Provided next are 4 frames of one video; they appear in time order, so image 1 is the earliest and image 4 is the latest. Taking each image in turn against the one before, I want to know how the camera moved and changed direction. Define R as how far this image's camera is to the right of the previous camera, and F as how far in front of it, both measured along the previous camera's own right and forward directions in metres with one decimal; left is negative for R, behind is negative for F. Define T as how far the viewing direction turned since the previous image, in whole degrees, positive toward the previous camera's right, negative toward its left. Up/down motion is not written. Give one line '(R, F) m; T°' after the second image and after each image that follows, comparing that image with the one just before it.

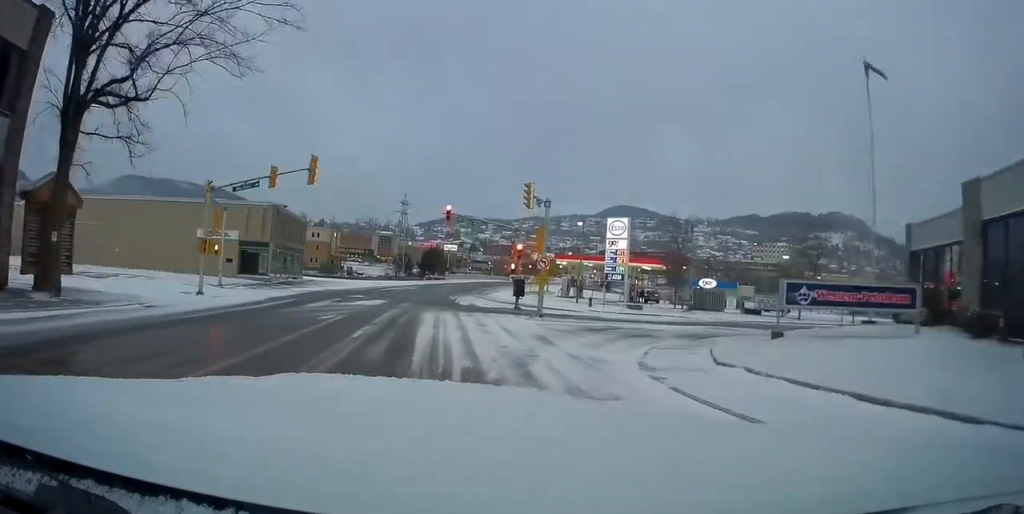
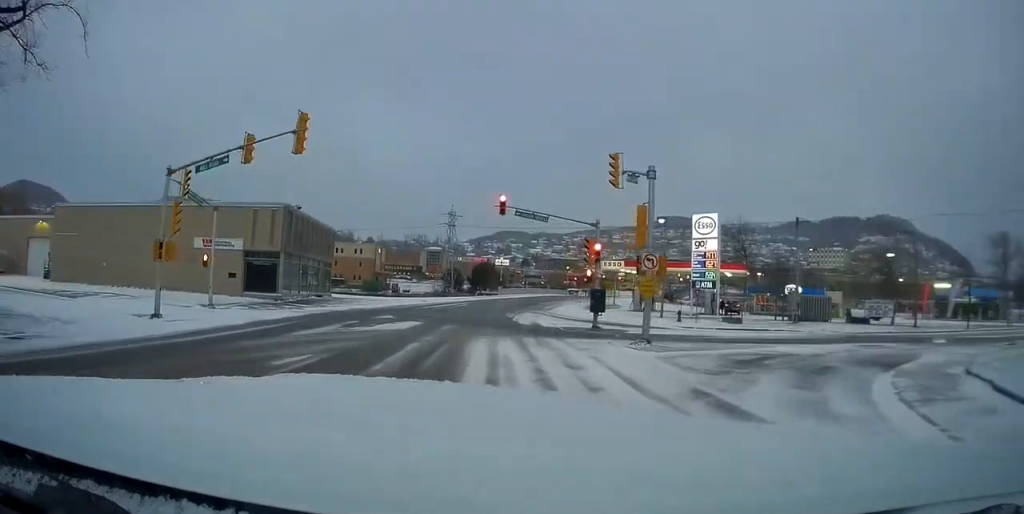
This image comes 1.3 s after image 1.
(+0.3, +13.0) m; +3°
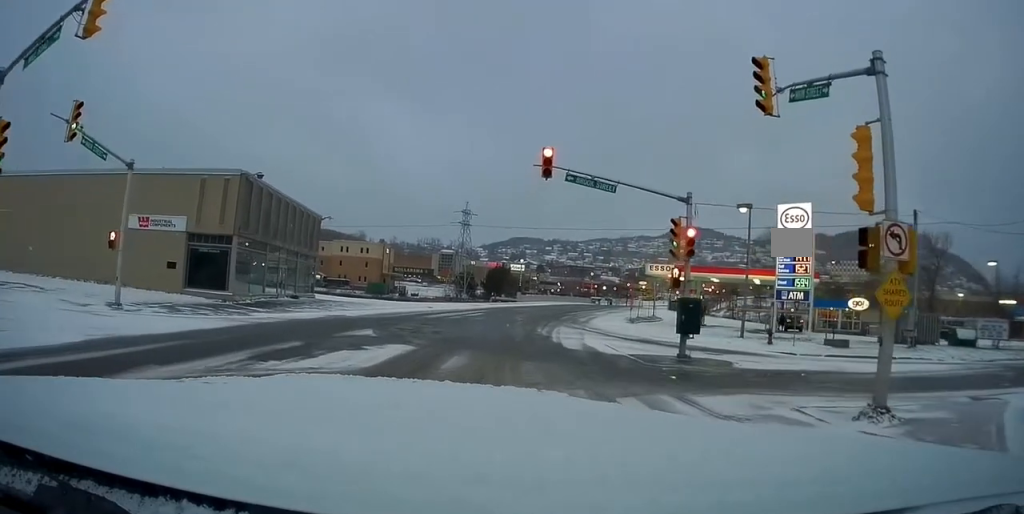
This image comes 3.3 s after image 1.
(+0.3, +16.1) m; +1°
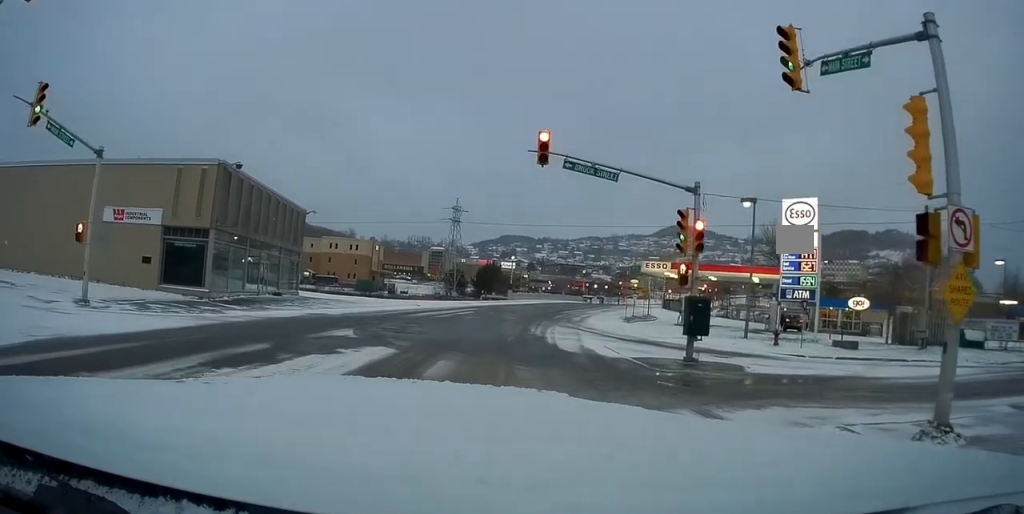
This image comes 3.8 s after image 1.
(0.0, +2.7) m; +2°
